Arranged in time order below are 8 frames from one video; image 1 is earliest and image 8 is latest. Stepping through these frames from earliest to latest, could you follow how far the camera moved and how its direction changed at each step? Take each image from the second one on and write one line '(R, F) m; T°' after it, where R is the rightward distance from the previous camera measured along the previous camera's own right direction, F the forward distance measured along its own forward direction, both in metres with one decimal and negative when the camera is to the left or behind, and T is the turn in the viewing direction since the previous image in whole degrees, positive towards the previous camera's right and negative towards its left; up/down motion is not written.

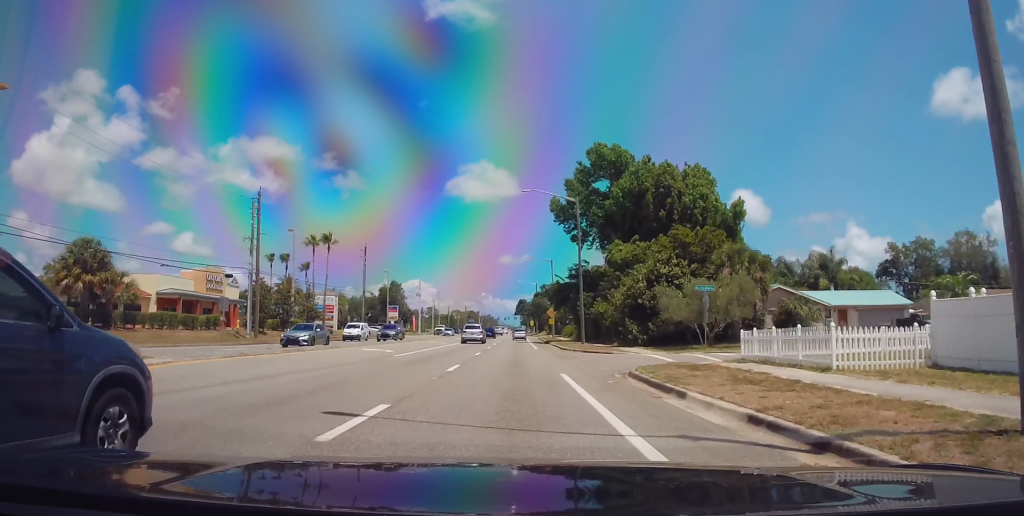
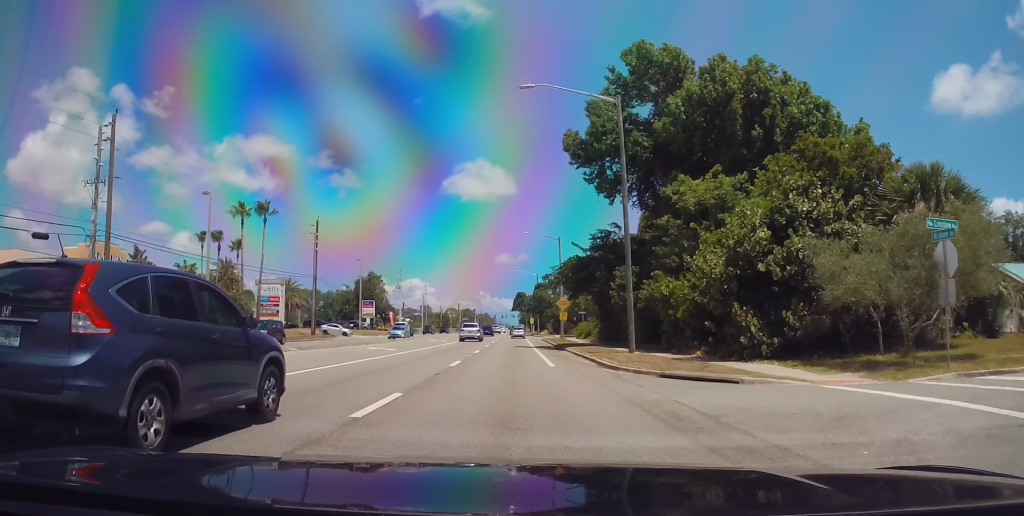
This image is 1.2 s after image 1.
(0.0, +22.3) m; 0°
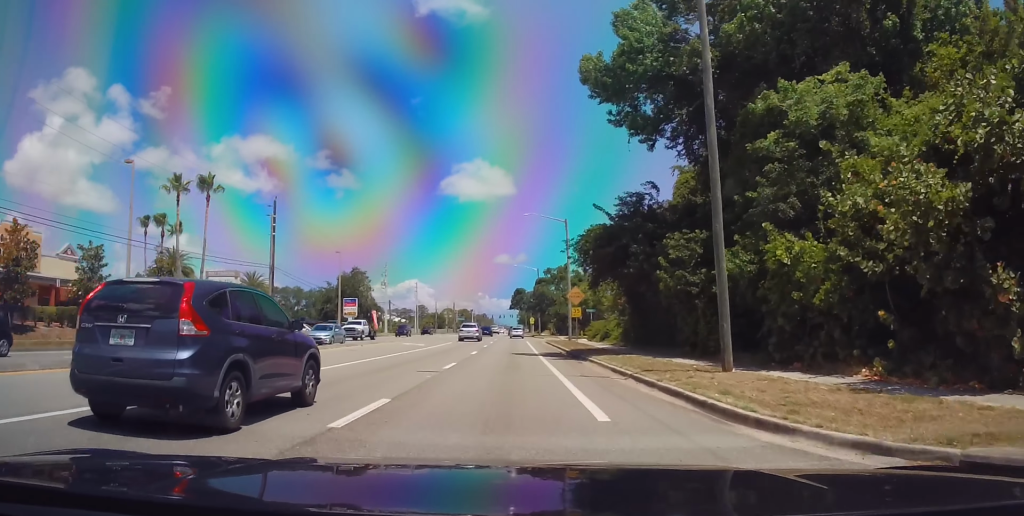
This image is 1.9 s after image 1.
(0.0, +12.8) m; 0°
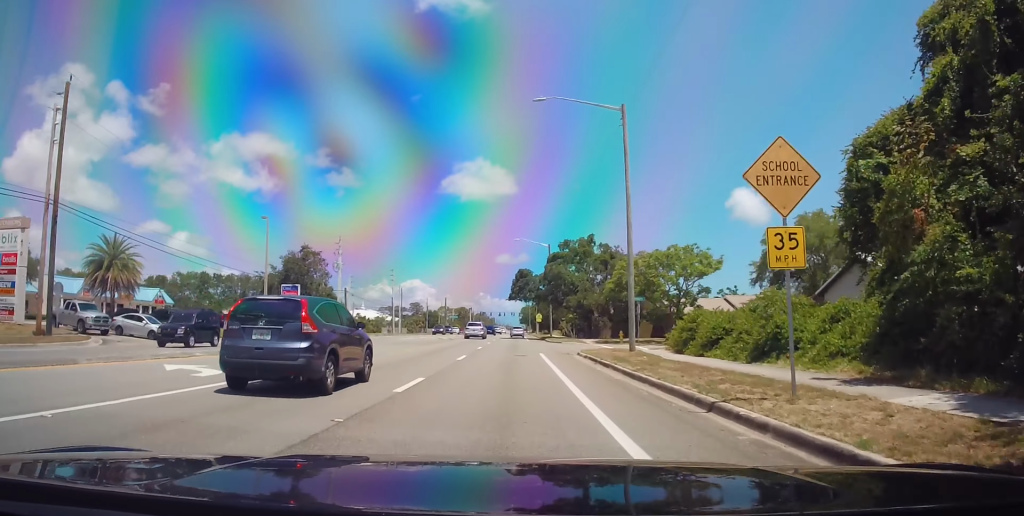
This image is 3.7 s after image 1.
(0.0, +31.9) m; 0°
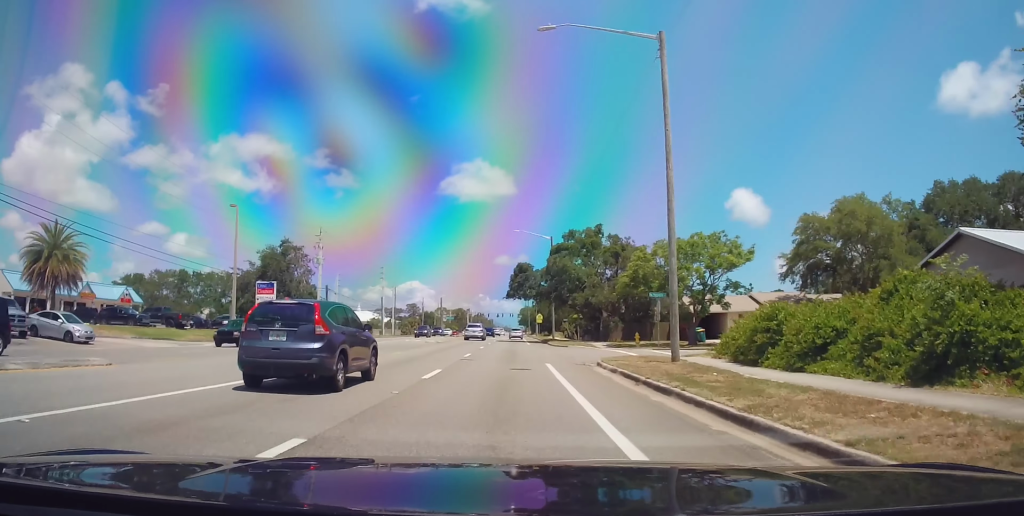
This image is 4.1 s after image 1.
(0.0, +8.1) m; 0°
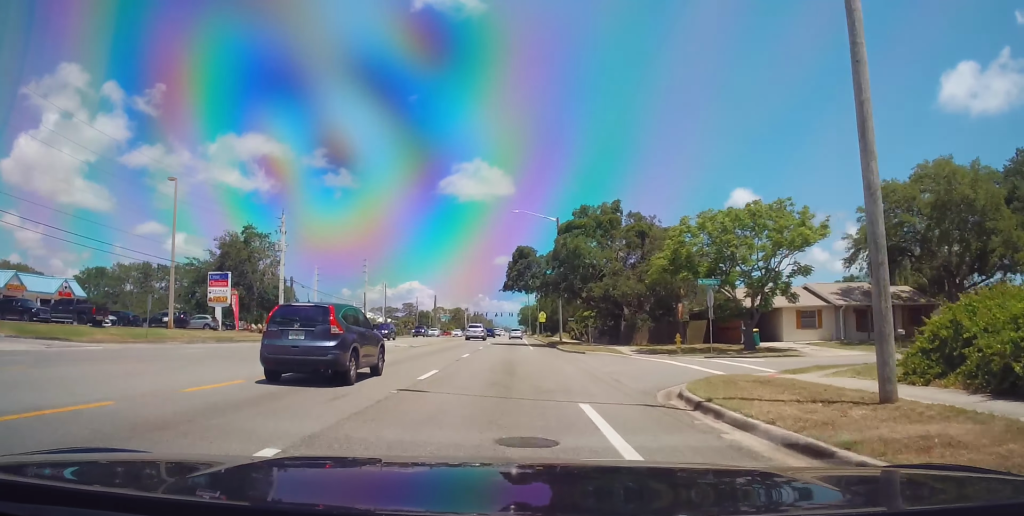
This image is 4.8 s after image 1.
(0.0, +12.5) m; 0°
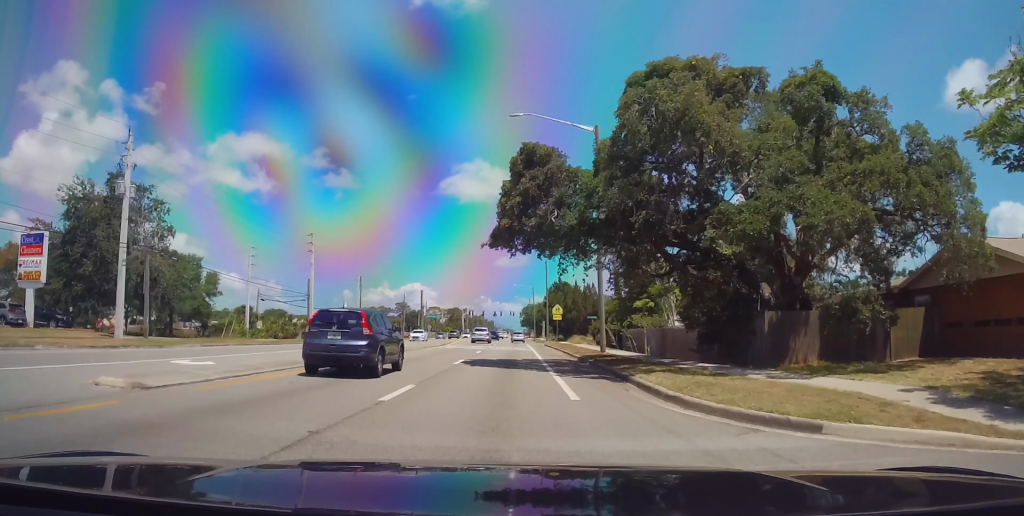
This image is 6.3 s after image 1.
(0.0, +28.3) m; -1°
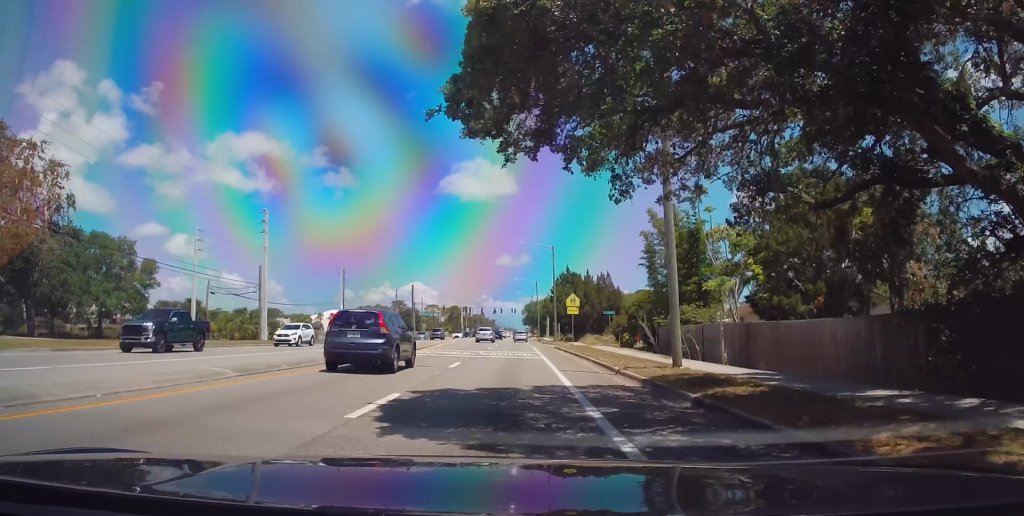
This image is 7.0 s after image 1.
(-0.4, +14.5) m; 0°
